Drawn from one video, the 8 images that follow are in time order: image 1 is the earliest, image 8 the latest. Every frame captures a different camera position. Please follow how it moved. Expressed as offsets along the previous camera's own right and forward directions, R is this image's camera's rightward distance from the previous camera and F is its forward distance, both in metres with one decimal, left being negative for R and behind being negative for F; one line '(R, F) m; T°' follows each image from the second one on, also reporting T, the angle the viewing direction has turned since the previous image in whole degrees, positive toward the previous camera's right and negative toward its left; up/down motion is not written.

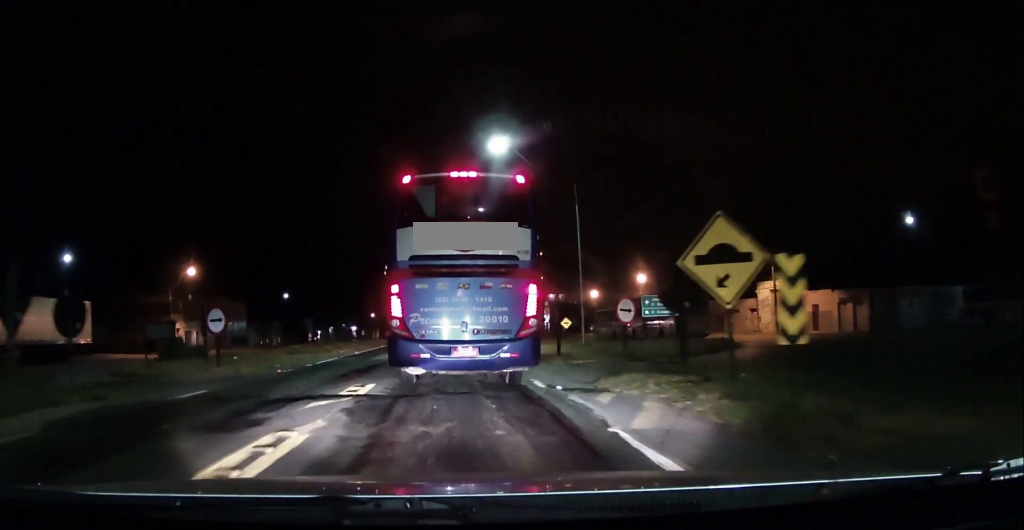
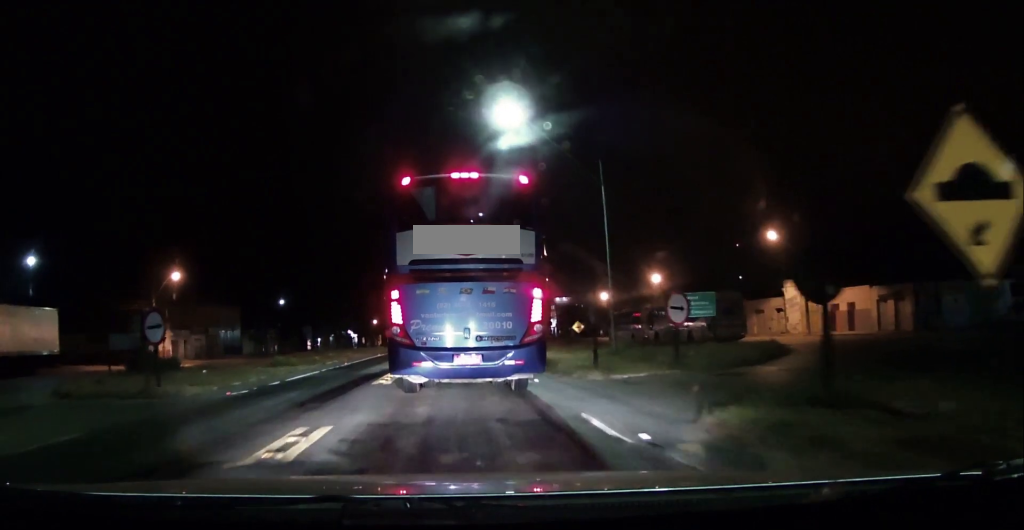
(0.0, +5.3) m; +2°
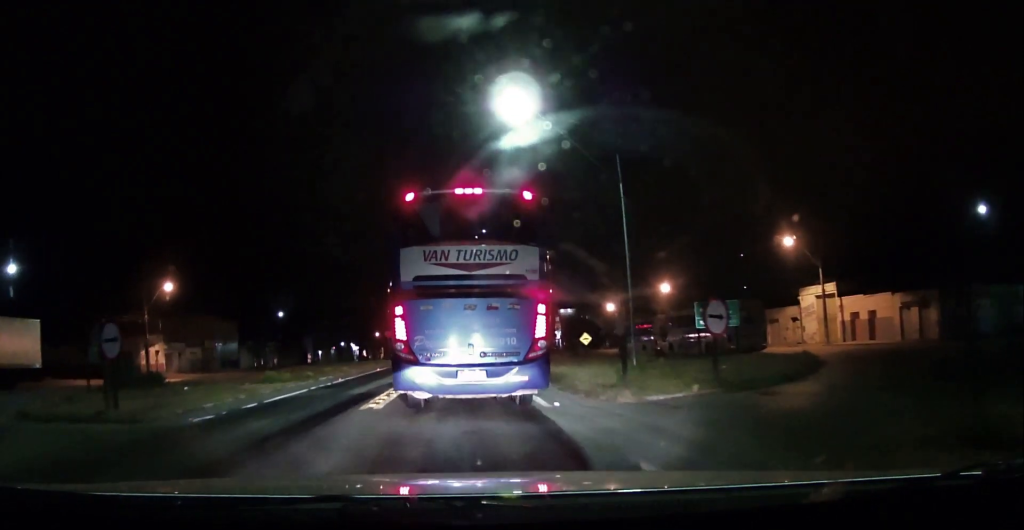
(+0.1, +2.7) m; +1°
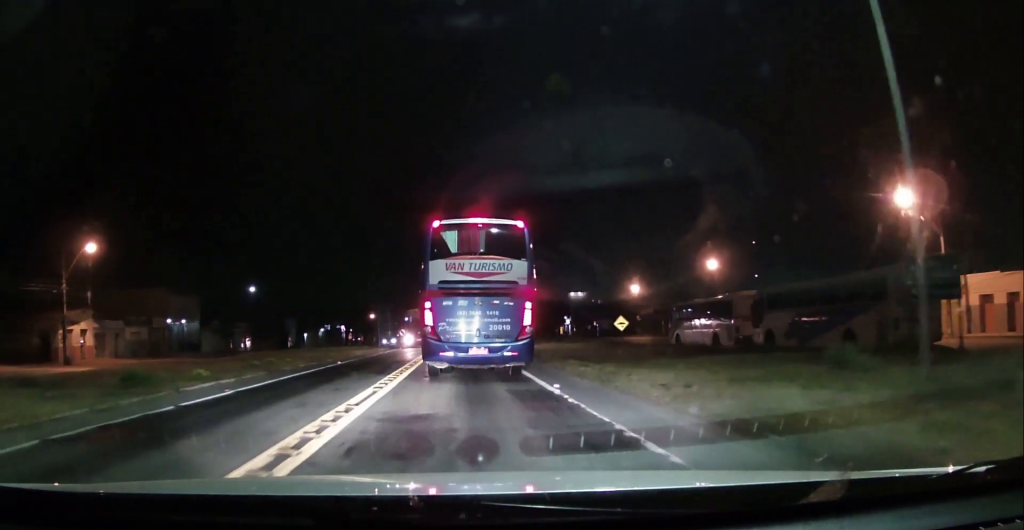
(+0.4, +16.0) m; +3°
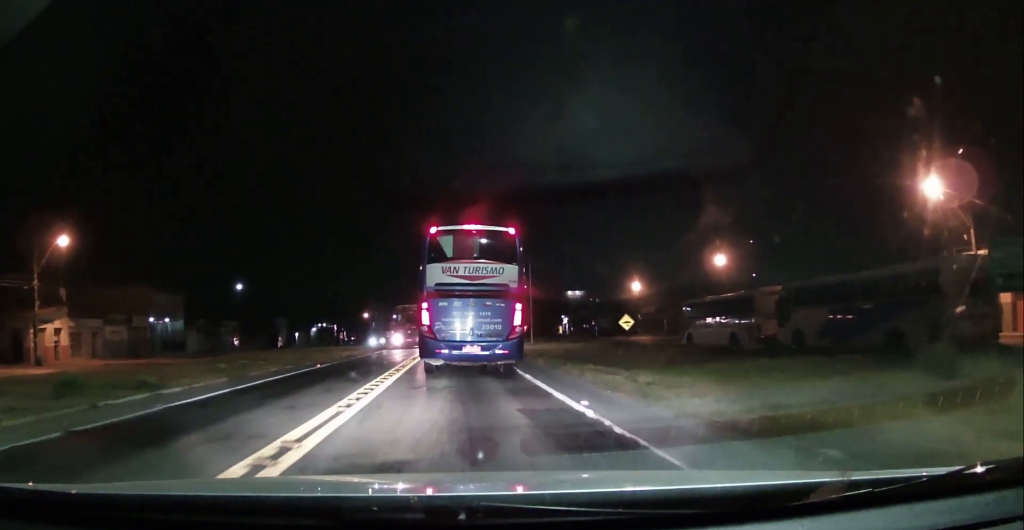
(0.0, +3.3) m; 0°
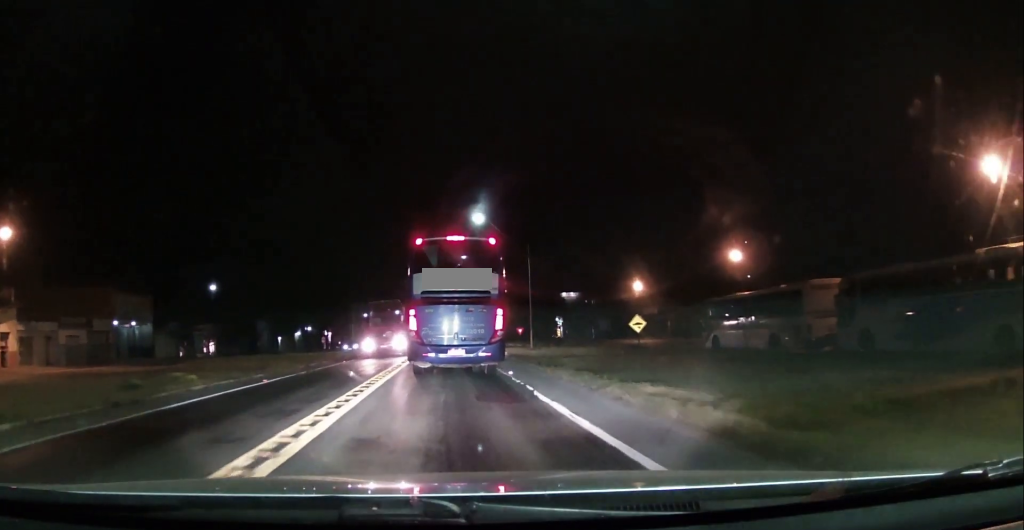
(0.0, +5.8) m; -1°
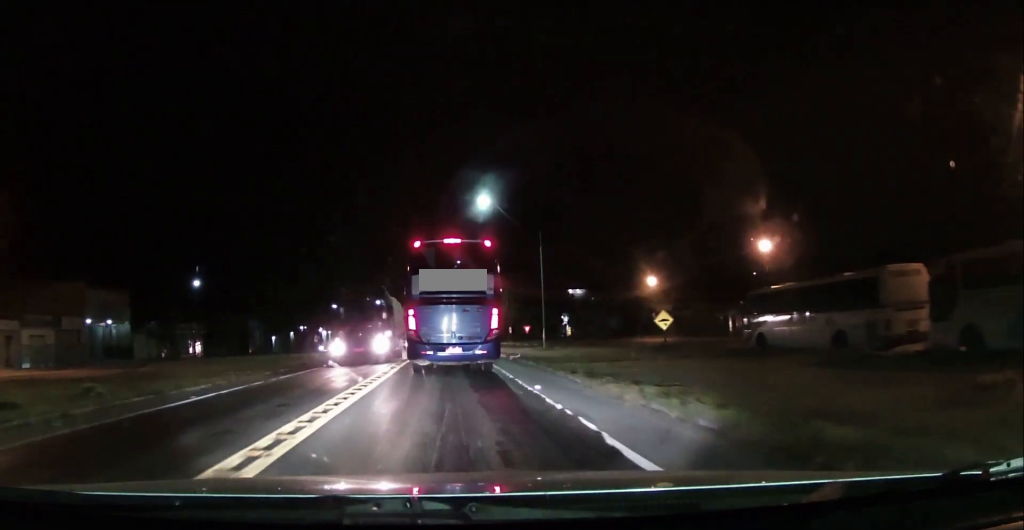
(-0.1, +5.4) m; -1°
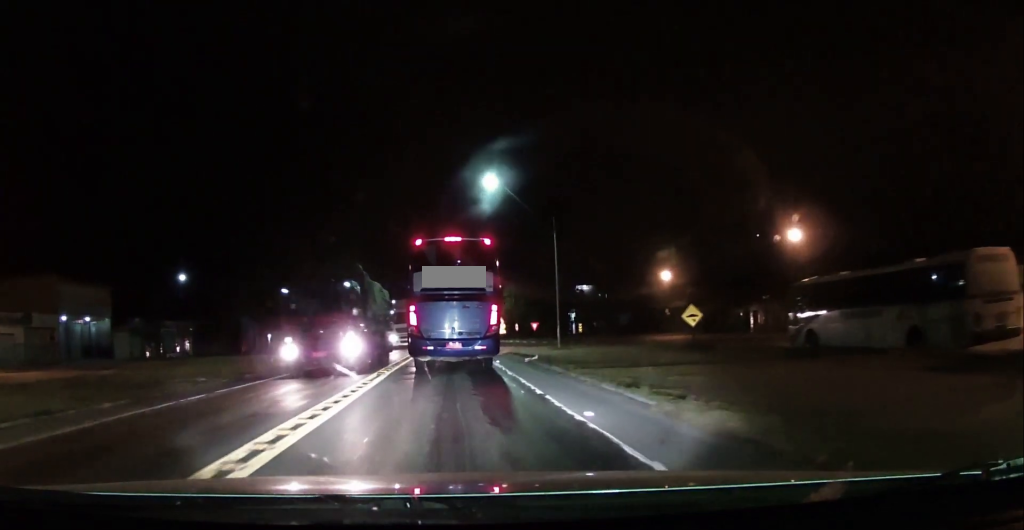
(0.0, +4.5) m; 0°
